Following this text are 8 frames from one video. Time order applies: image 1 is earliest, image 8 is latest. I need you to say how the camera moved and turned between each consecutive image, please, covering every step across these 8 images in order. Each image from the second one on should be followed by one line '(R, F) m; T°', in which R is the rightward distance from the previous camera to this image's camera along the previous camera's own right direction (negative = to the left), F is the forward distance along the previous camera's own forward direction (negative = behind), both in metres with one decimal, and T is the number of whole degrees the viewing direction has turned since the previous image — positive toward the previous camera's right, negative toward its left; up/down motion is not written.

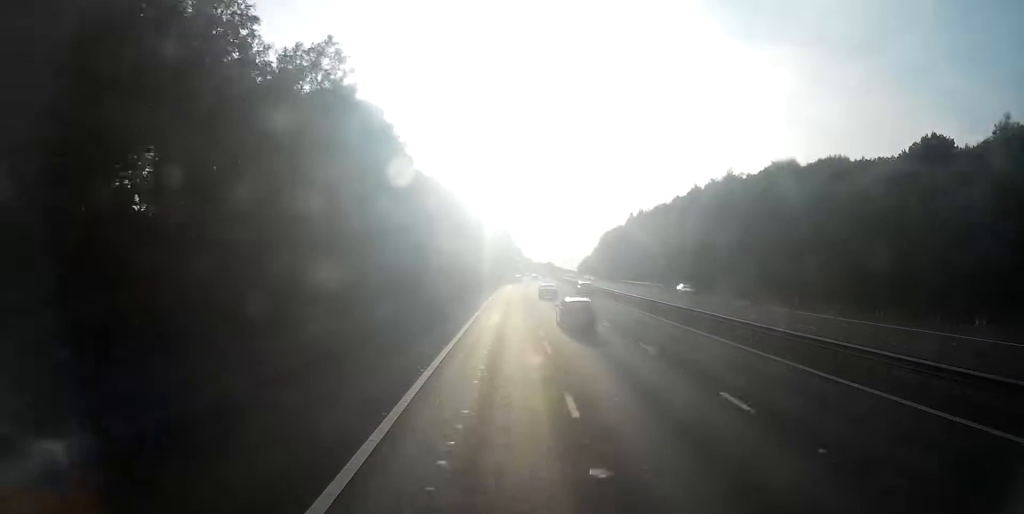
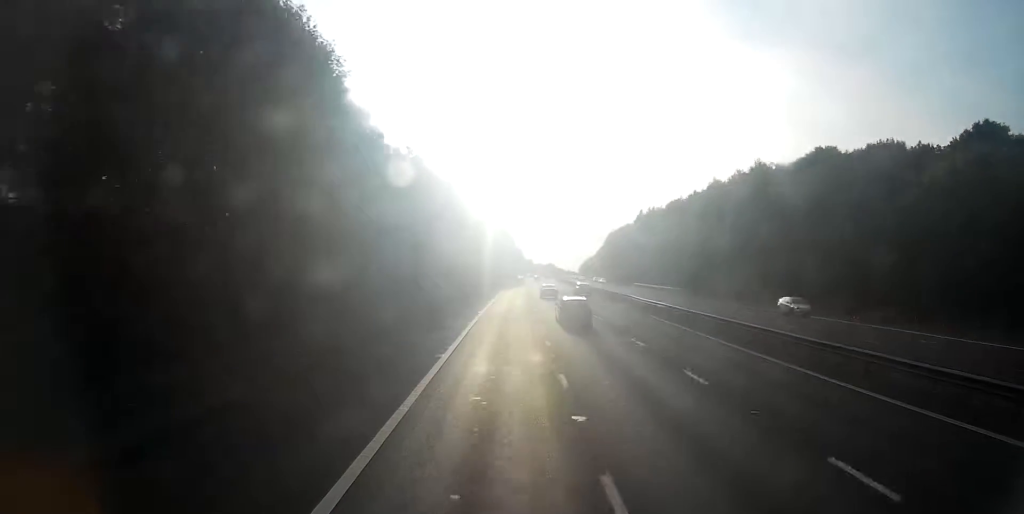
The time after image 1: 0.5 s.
(-0.1, +14.7) m; 0°
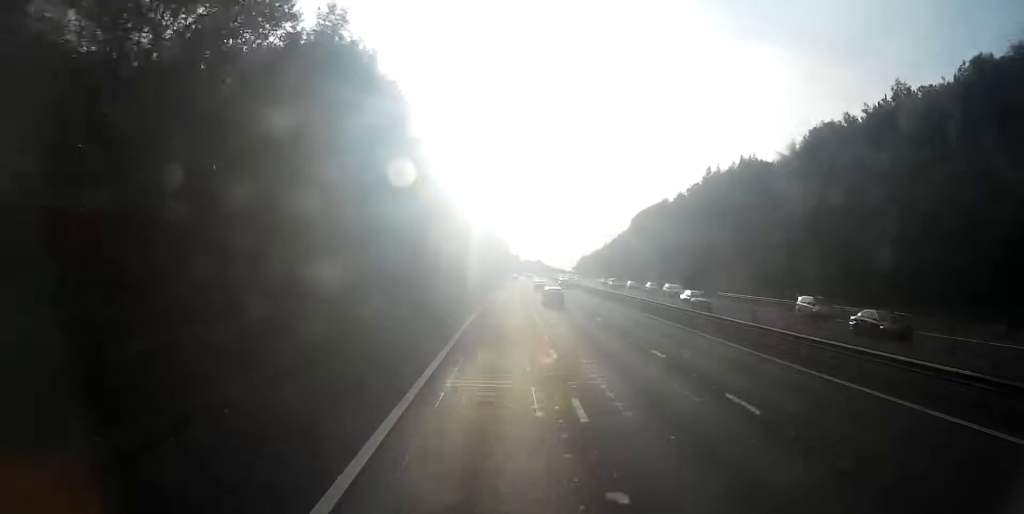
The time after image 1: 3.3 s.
(+0.5, +74.9) m; +2°
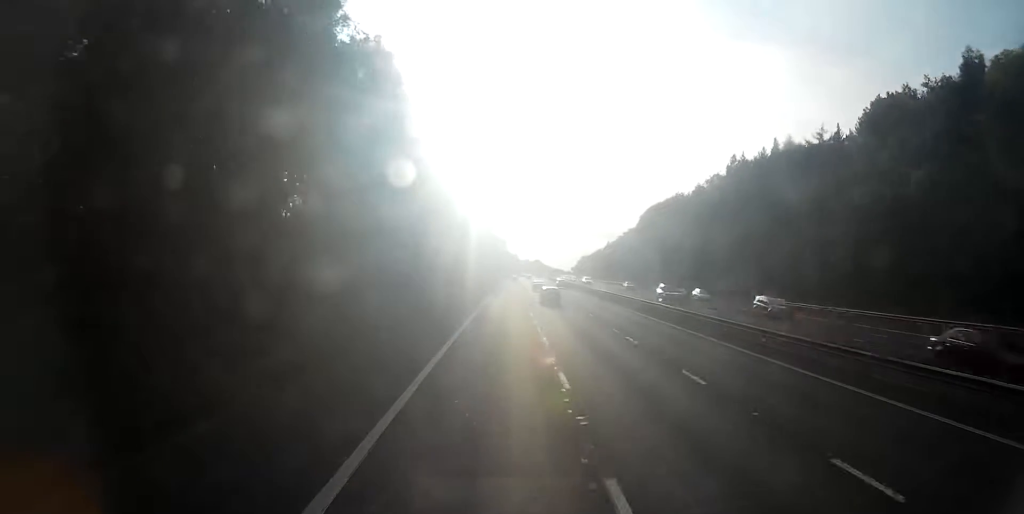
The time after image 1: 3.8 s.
(+0.1, +13.7) m; 0°
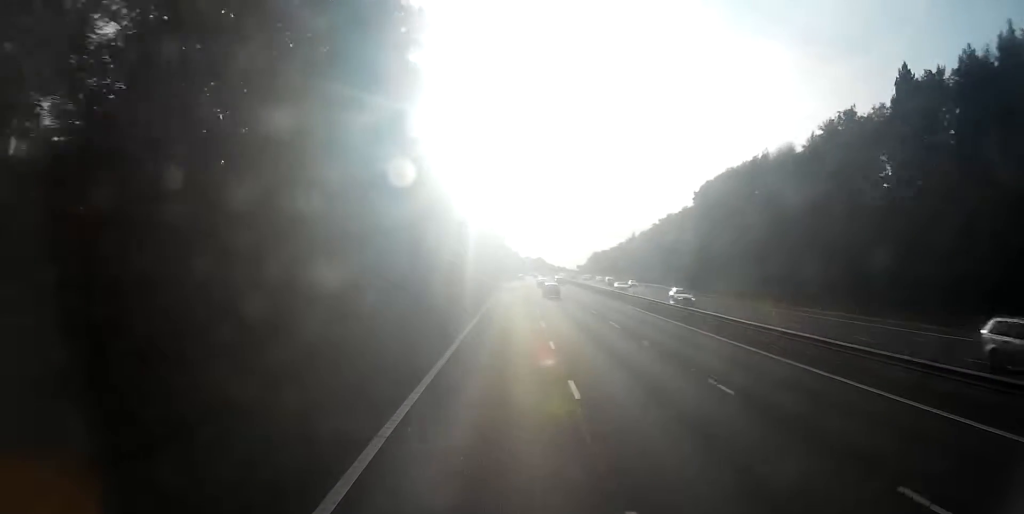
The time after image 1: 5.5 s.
(-0.2, +46.5) m; -1°
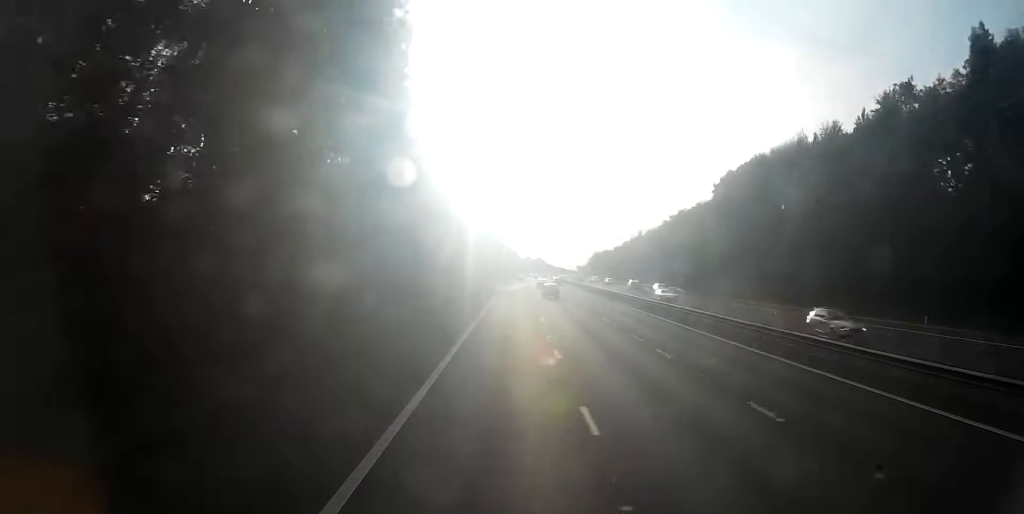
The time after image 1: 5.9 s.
(0.0, +11.8) m; 0°
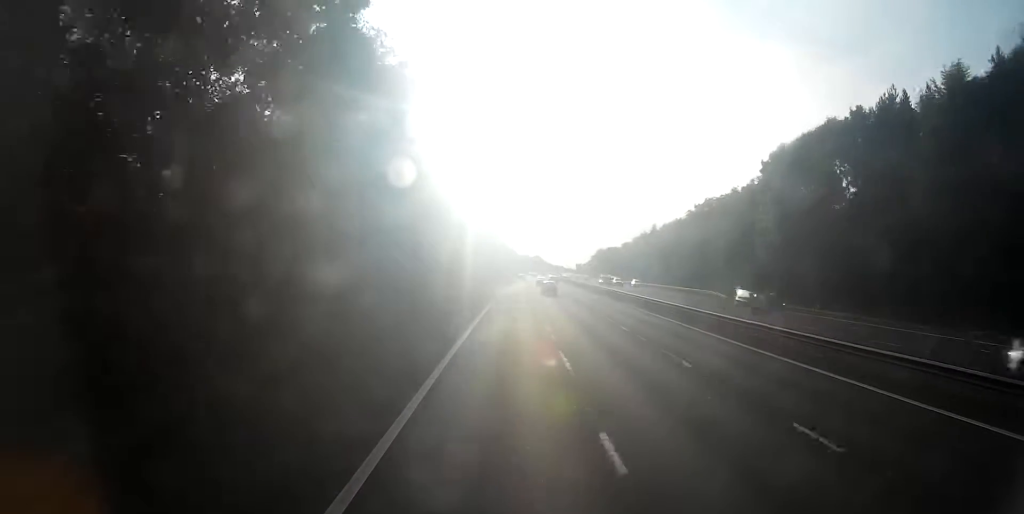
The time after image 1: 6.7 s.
(0.0, +20.9) m; 0°
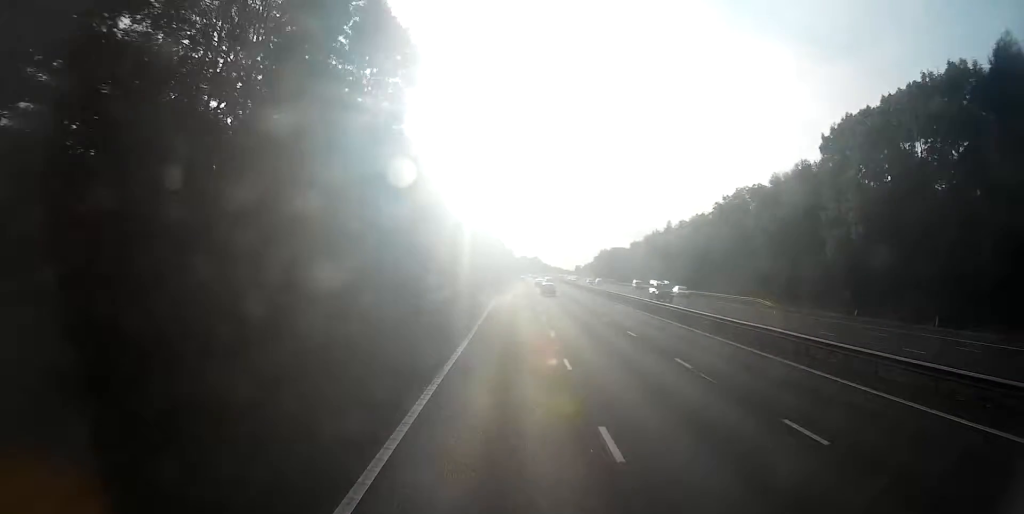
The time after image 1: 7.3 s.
(-0.1, +17.3) m; +1°
